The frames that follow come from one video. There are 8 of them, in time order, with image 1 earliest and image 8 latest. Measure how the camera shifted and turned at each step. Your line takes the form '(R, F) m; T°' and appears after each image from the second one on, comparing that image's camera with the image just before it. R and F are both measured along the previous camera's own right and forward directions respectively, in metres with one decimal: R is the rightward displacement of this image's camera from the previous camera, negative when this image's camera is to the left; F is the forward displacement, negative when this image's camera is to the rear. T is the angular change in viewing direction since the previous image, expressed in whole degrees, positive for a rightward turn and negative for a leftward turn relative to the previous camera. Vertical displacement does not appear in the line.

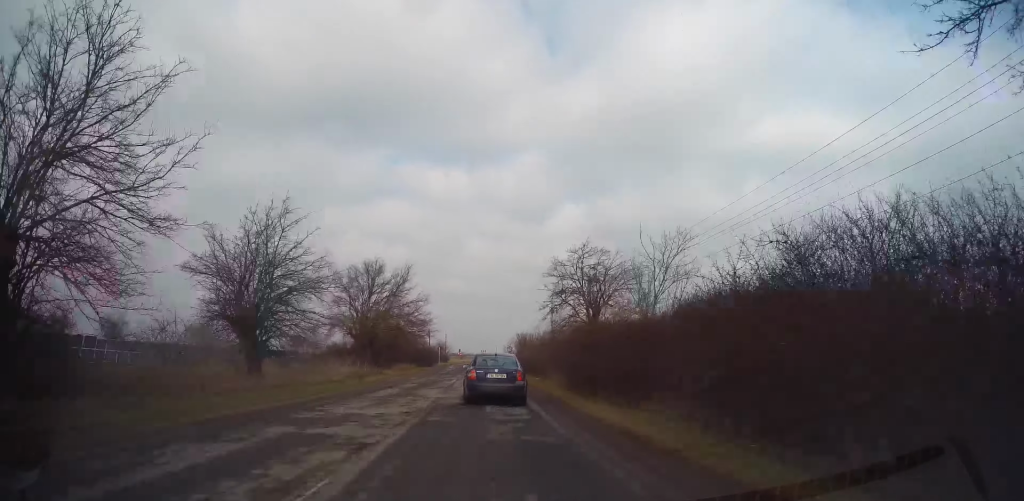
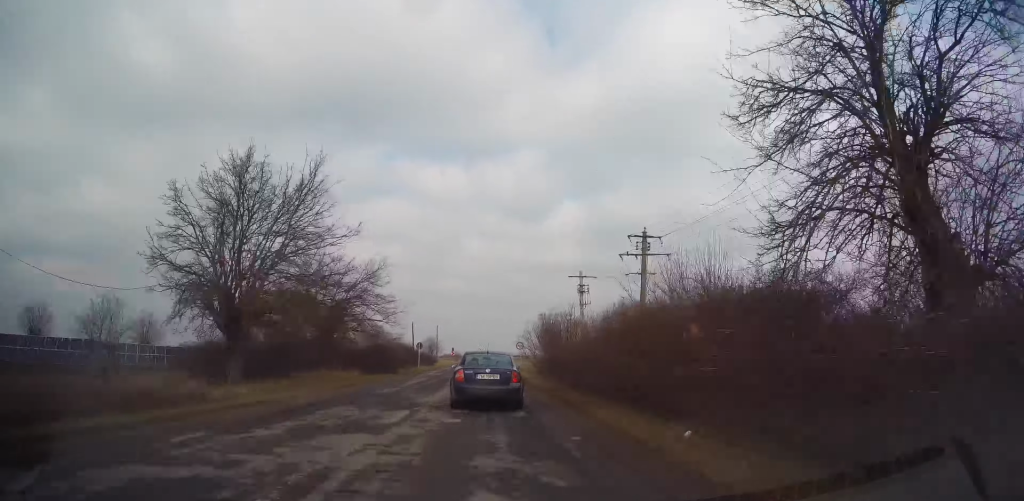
(-0.8, +25.3) m; -1°
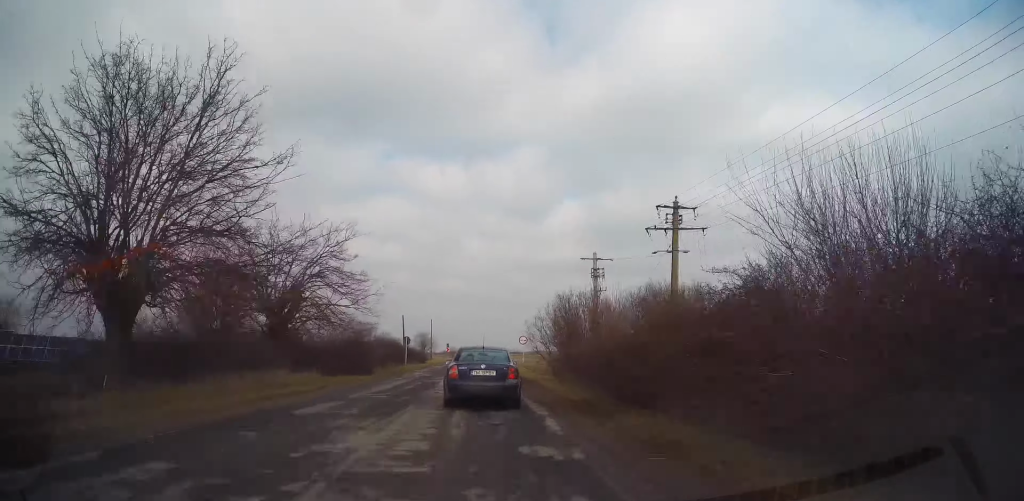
(-0.1, +8.0) m; +1°
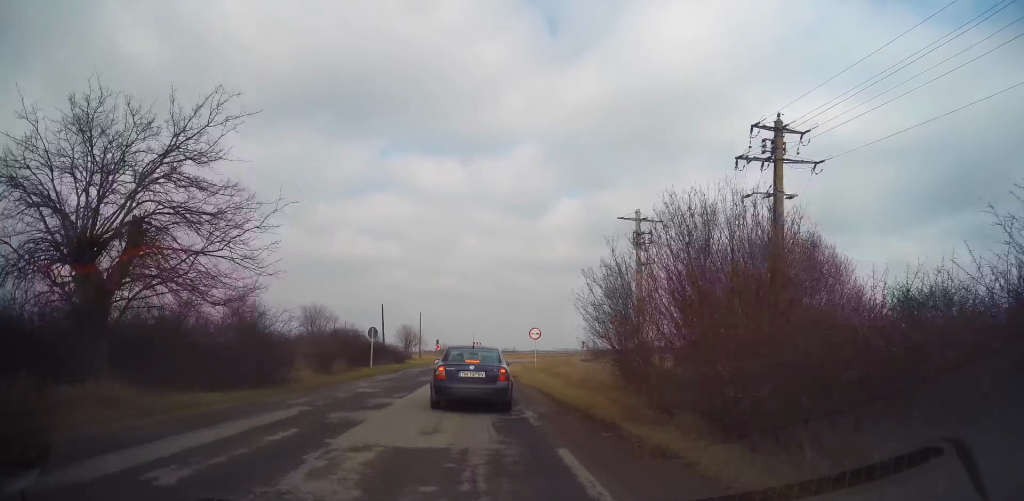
(+0.5, +14.2) m; +1°
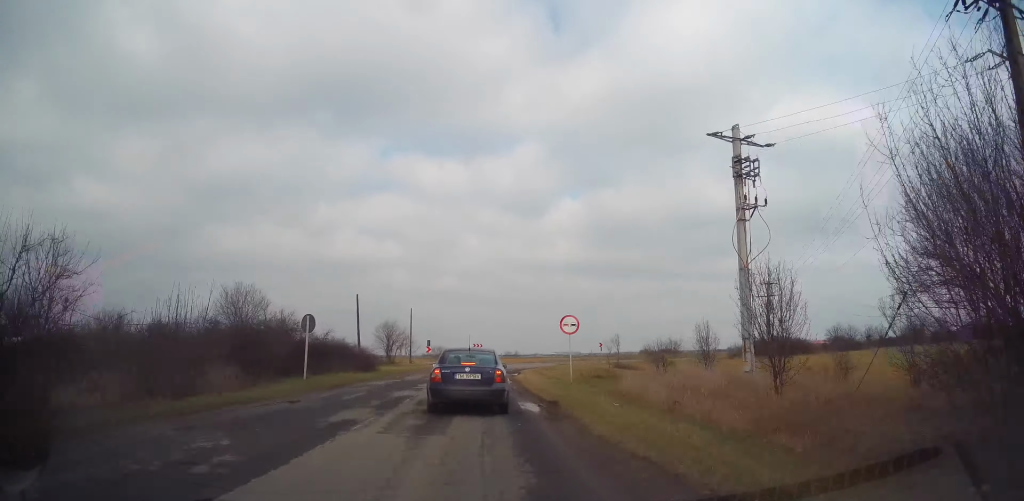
(-0.2, +14.1) m; 0°
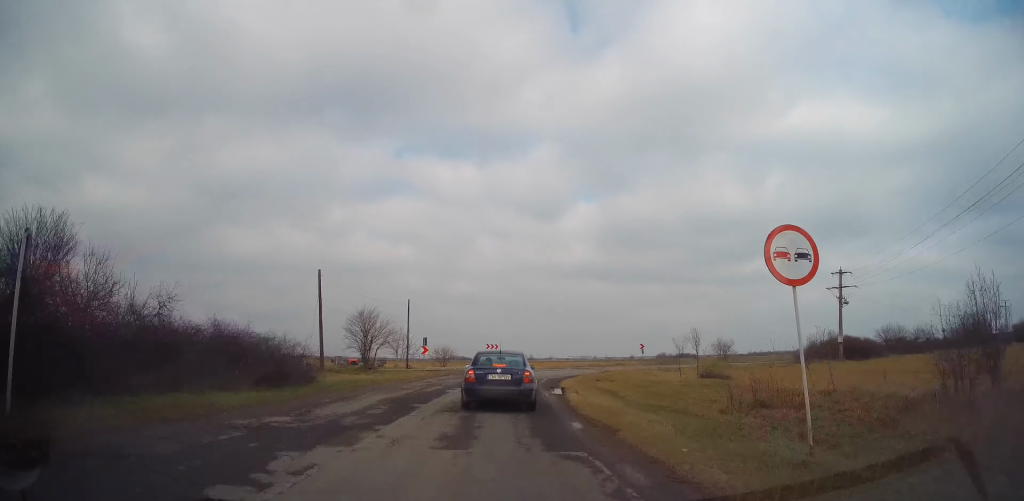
(-0.2, +16.8) m; -3°
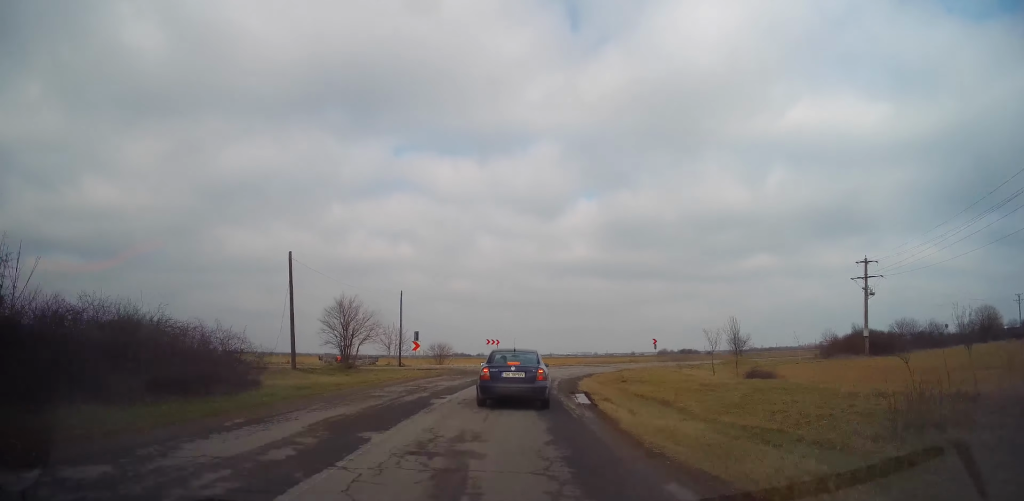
(-0.4, +5.8) m; 0°
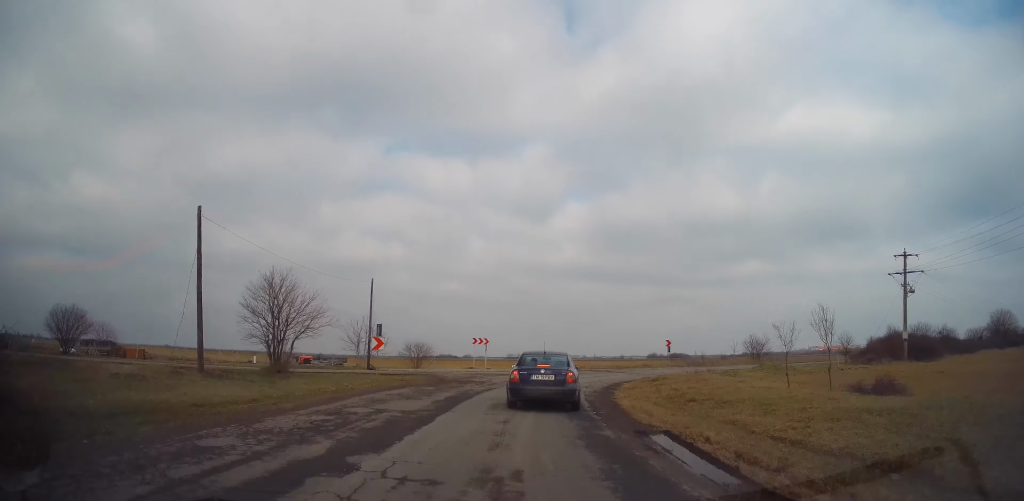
(+0.4, +9.5) m; +4°
